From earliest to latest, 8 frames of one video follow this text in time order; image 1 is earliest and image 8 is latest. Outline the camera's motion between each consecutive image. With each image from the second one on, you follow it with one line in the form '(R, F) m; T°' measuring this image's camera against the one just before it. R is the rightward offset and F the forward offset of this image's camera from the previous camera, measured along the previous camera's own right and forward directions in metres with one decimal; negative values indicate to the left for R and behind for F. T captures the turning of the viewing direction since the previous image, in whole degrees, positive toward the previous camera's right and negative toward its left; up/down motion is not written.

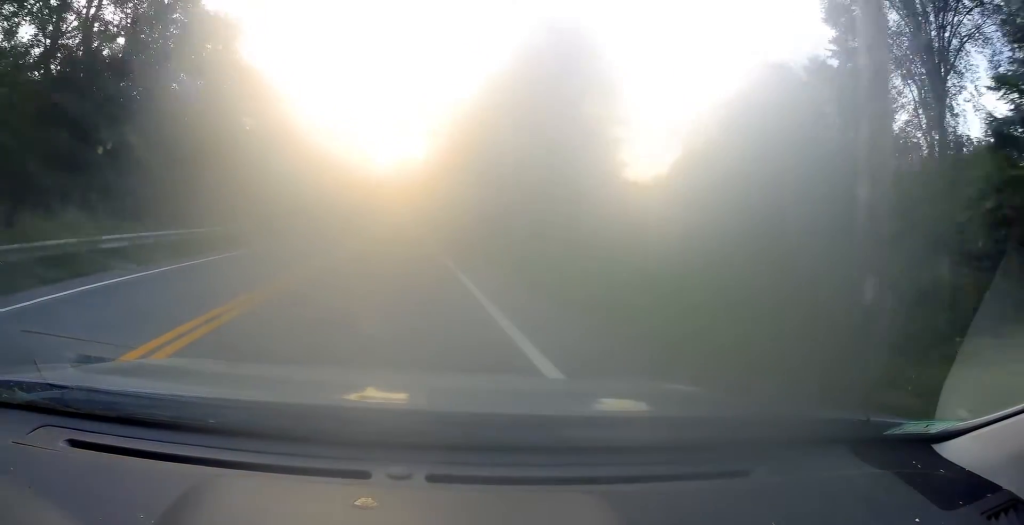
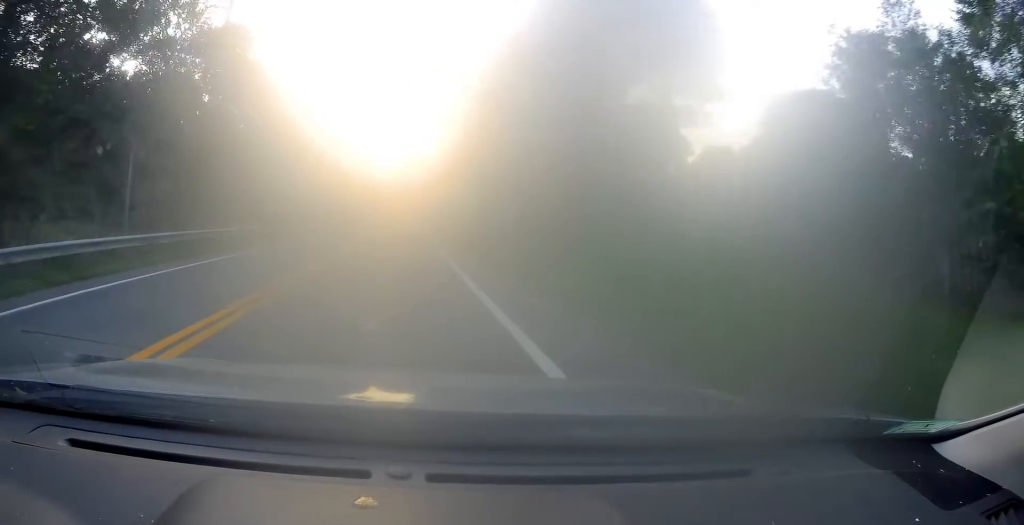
(+0.3, +11.2) m; 0°
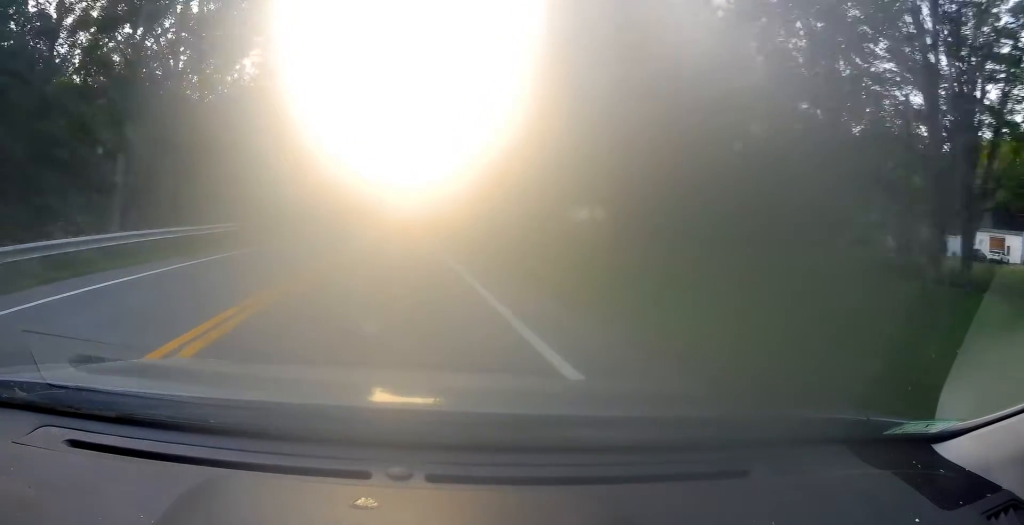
(-2.0, +40.1) m; -4°
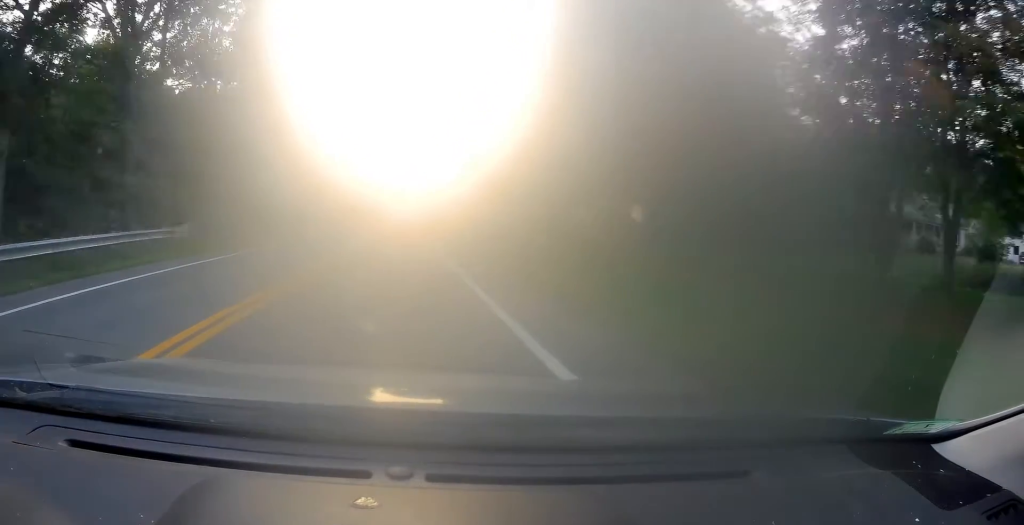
(0.0, +6.7) m; 0°
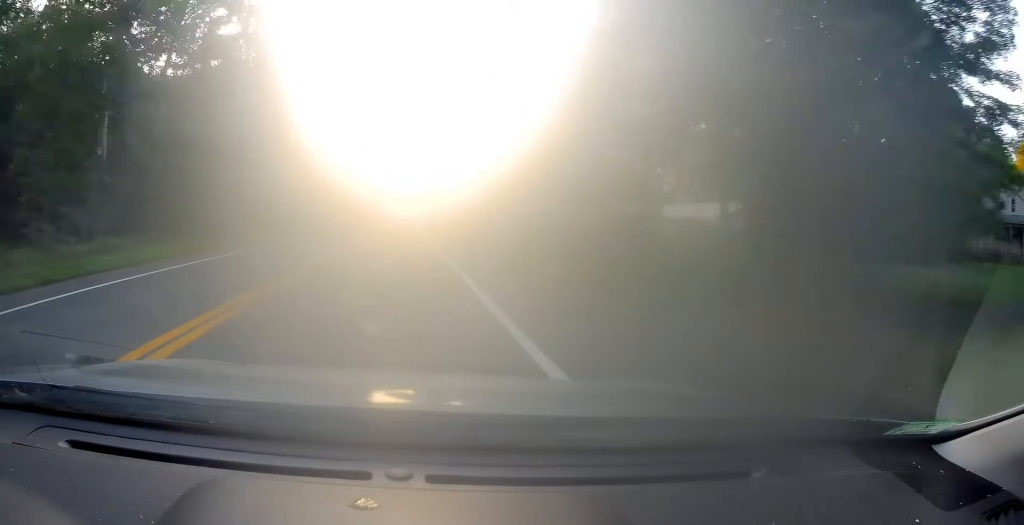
(0.0, +13.4) m; +1°
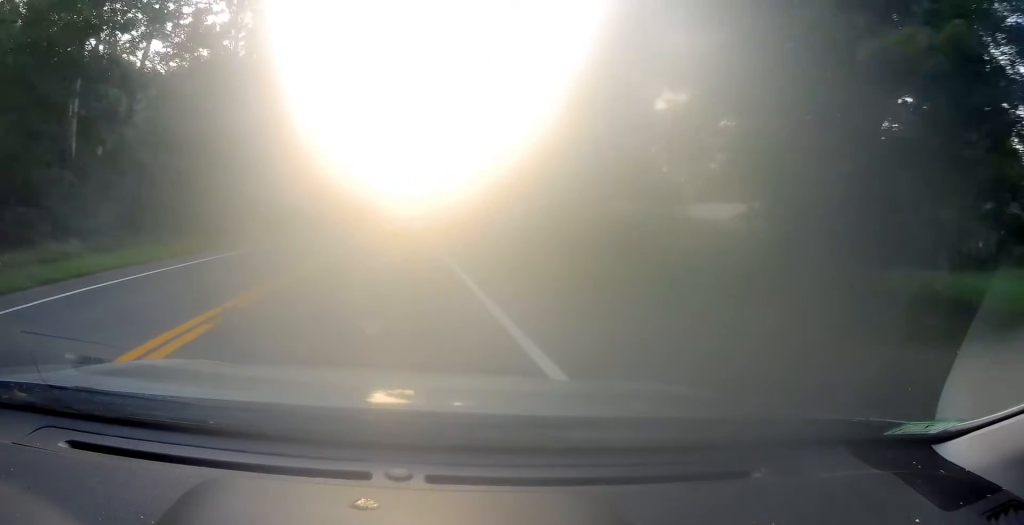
(+0.1, +17.9) m; 0°
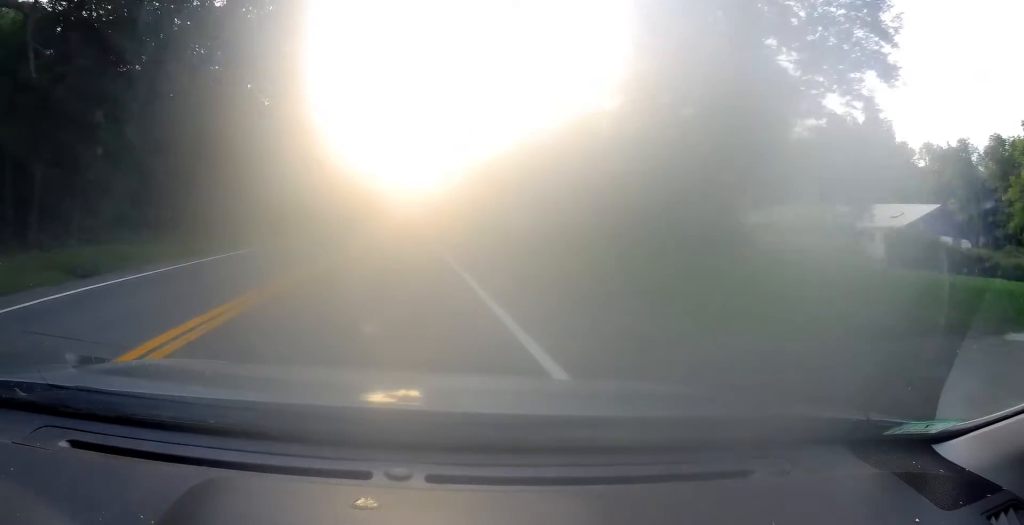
(-0.4, +26.2) m; -1°
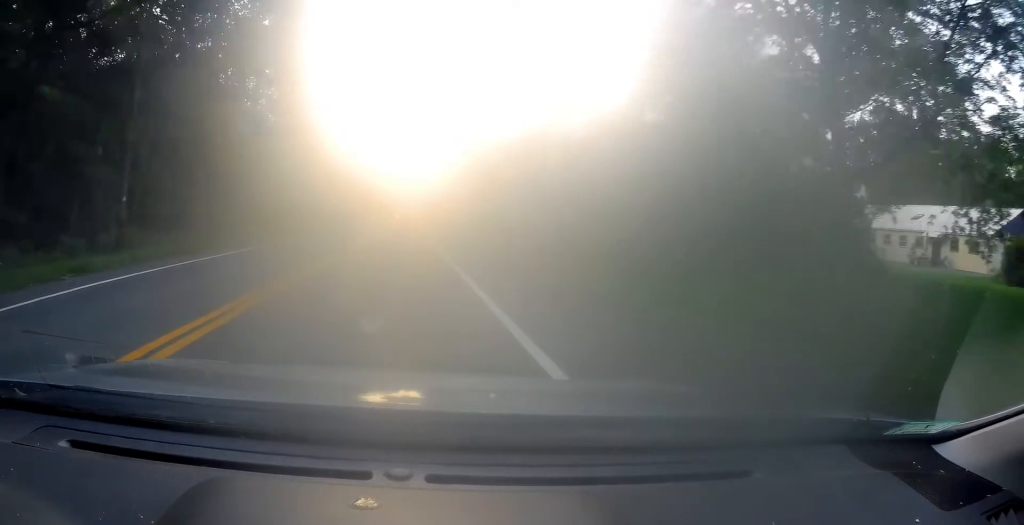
(-0.2, +9.4) m; +1°
